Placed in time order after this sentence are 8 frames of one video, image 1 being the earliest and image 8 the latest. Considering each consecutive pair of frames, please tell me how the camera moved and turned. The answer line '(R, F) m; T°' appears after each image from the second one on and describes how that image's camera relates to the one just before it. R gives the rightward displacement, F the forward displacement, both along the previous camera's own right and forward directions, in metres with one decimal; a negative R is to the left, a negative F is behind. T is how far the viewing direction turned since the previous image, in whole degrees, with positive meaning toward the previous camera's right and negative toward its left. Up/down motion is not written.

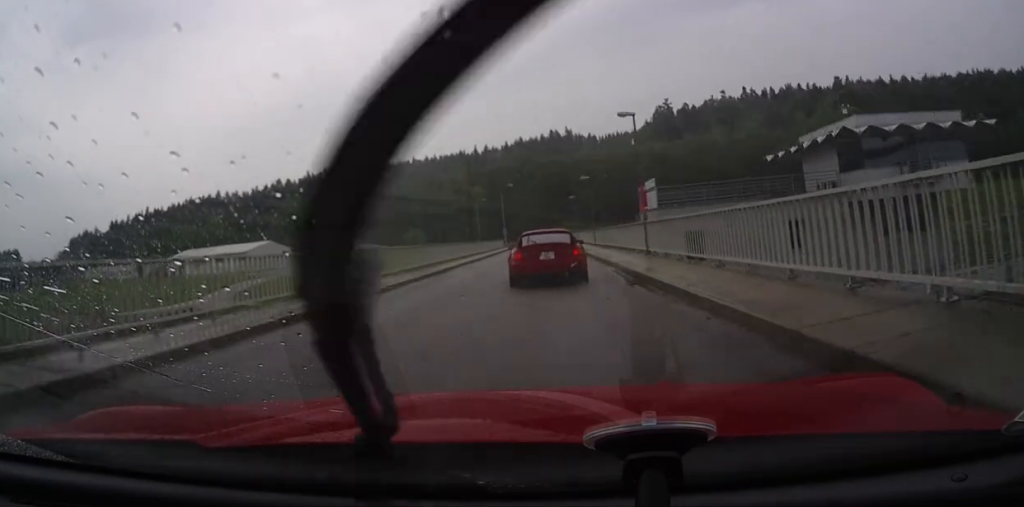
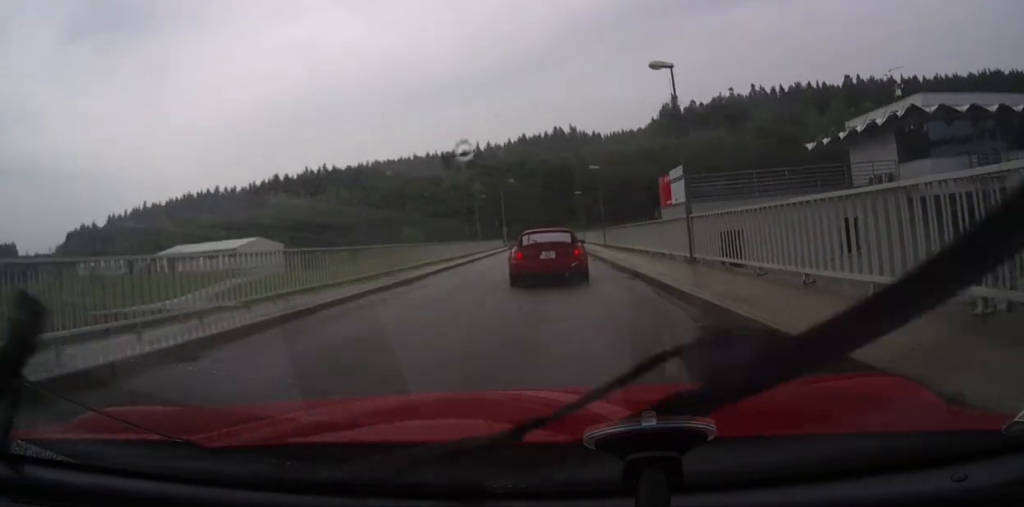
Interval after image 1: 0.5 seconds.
(+0.1, +7.5) m; 0°
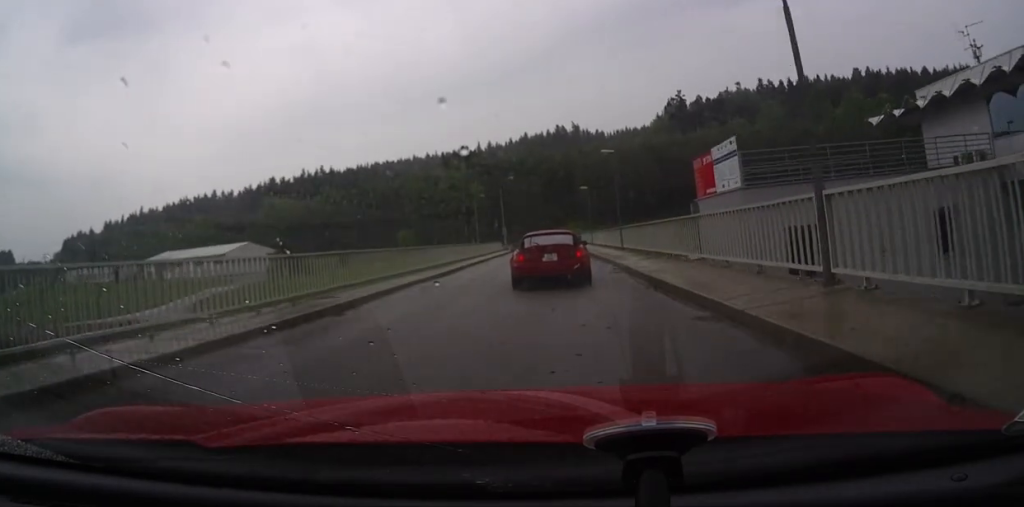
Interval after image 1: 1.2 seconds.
(-0.1, +8.5) m; 0°
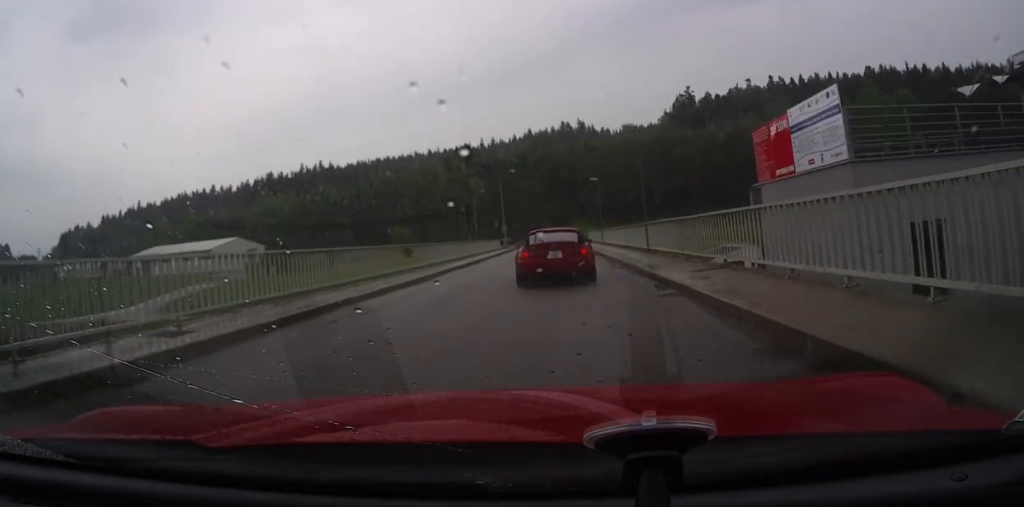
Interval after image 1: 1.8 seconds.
(-0.1, +7.9) m; 0°
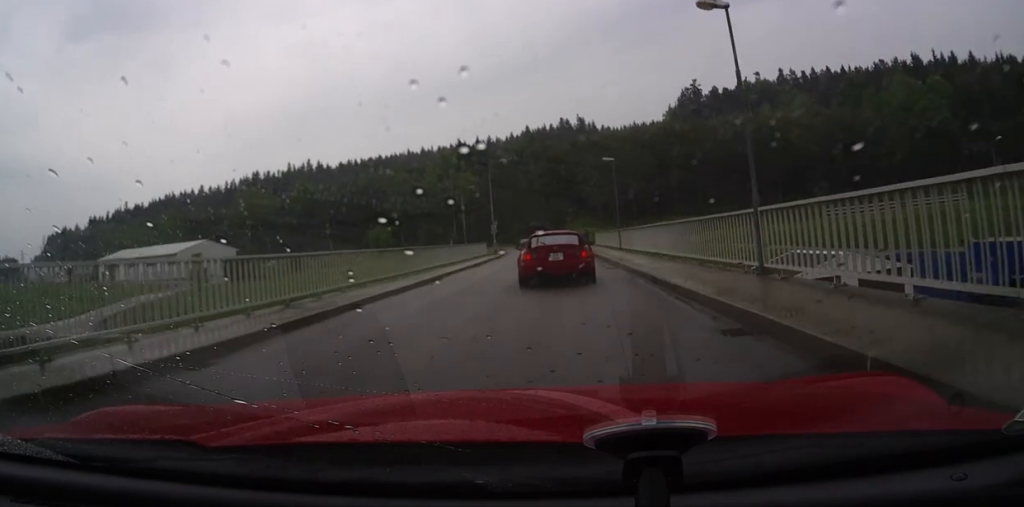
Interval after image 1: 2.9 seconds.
(+0.3, +14.2) m; 0°
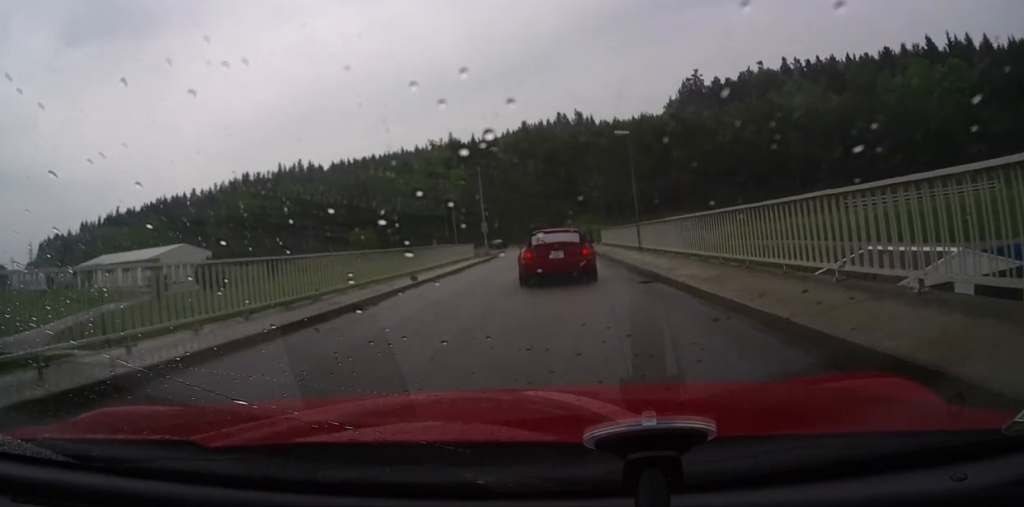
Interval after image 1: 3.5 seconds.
(-0.3, +7.9) m; 0°
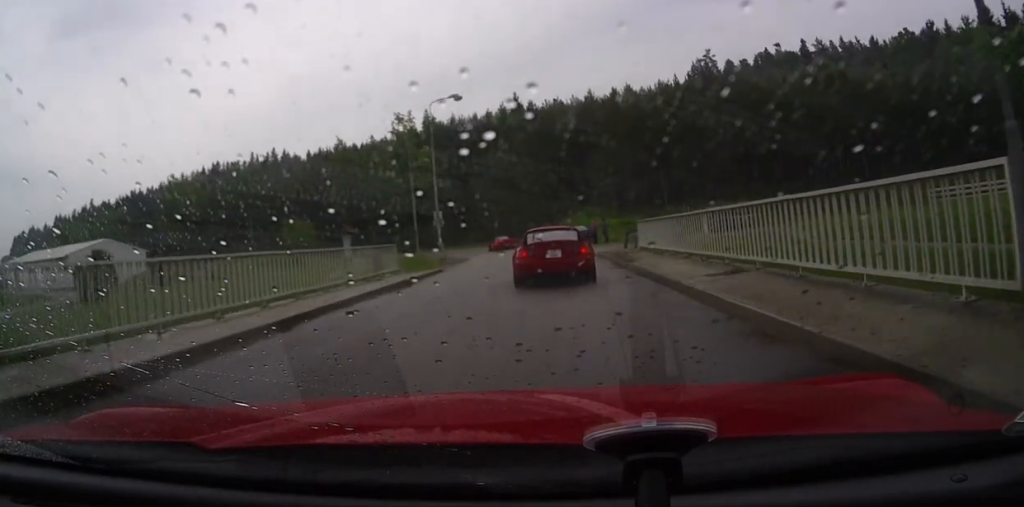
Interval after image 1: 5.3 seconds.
(+0.1, +22.9) m; -1°
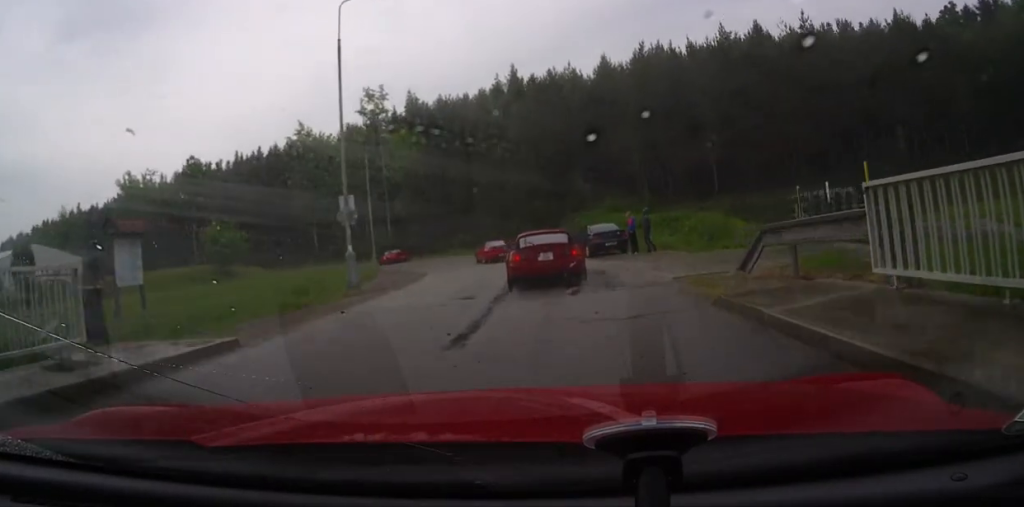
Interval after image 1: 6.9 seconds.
(0.0, +20.2) m; +1°
